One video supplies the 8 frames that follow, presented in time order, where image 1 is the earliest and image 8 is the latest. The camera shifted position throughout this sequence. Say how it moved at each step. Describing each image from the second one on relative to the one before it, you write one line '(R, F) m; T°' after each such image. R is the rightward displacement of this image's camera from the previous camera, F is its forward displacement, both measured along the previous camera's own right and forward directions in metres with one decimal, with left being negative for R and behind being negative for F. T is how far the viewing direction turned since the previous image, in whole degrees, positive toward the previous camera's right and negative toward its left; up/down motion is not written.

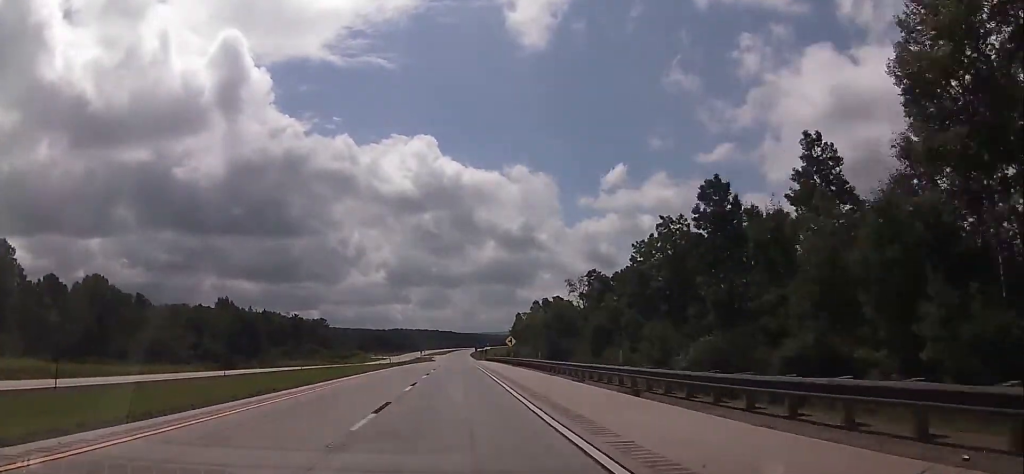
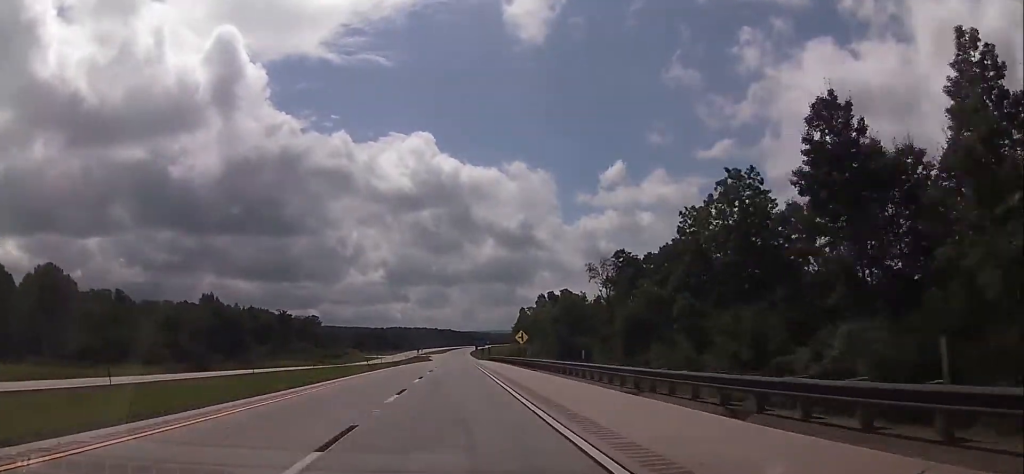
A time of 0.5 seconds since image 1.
(+0.5, +17.8) m; 0°
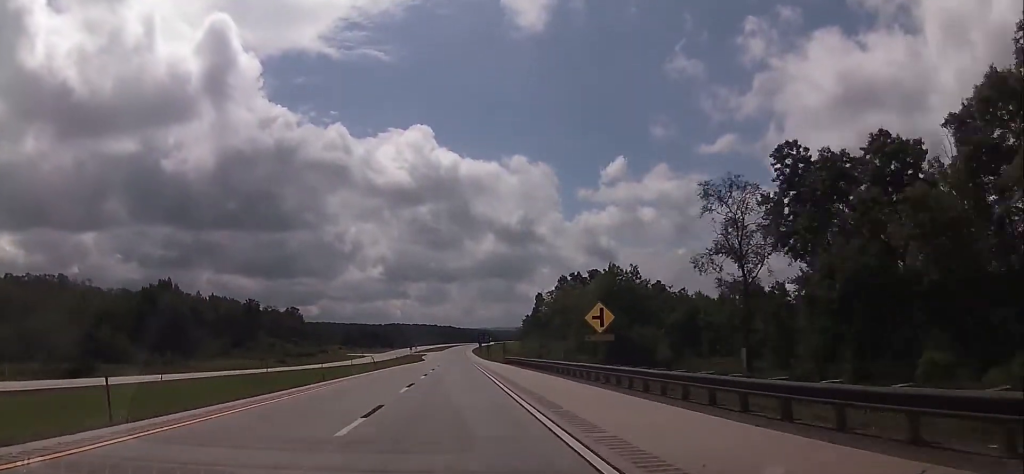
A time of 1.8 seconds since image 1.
(-0.3, +43.3) m; 0°
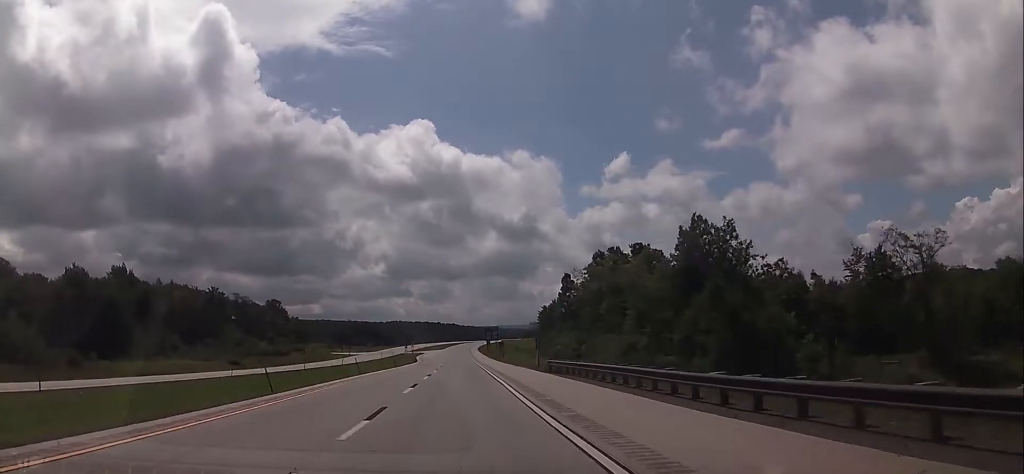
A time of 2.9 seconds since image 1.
(+0.4, +36.5) m; +1°
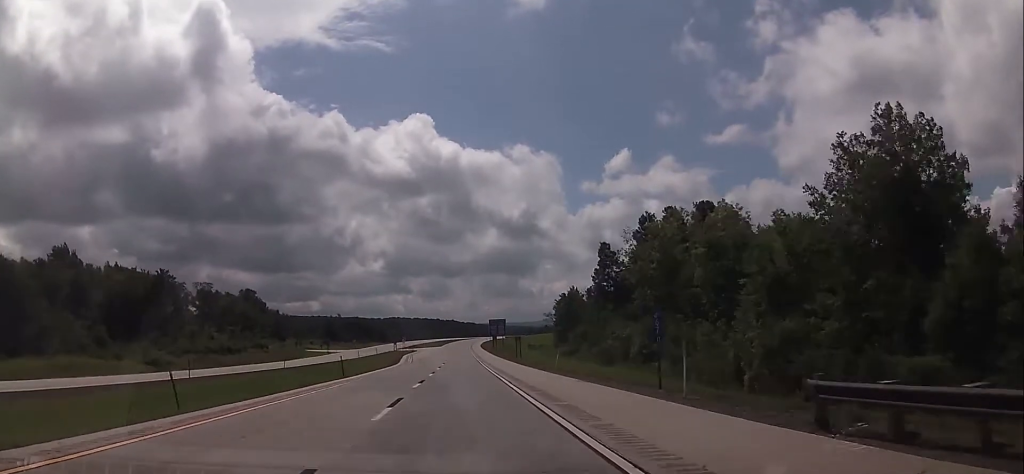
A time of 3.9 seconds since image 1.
(0.0, +33.2) m; 0°
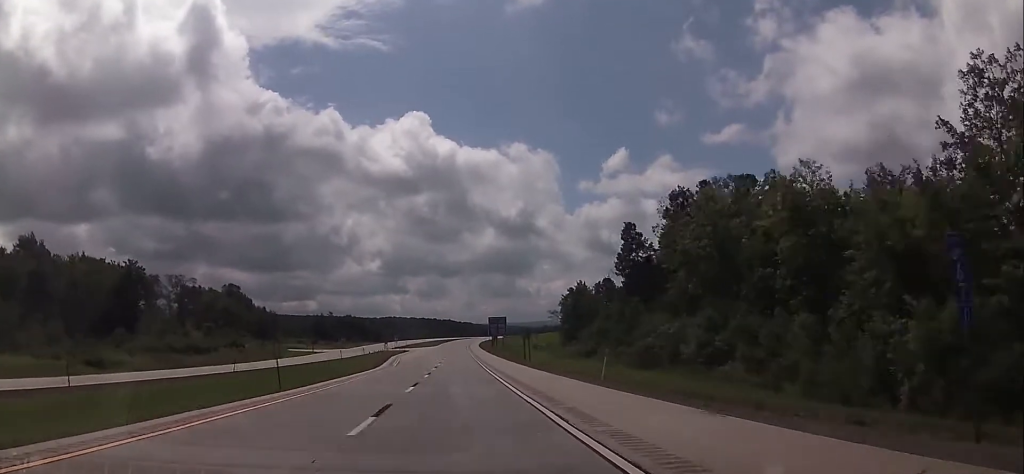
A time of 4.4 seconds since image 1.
(0.0, +14.4) m; 0°
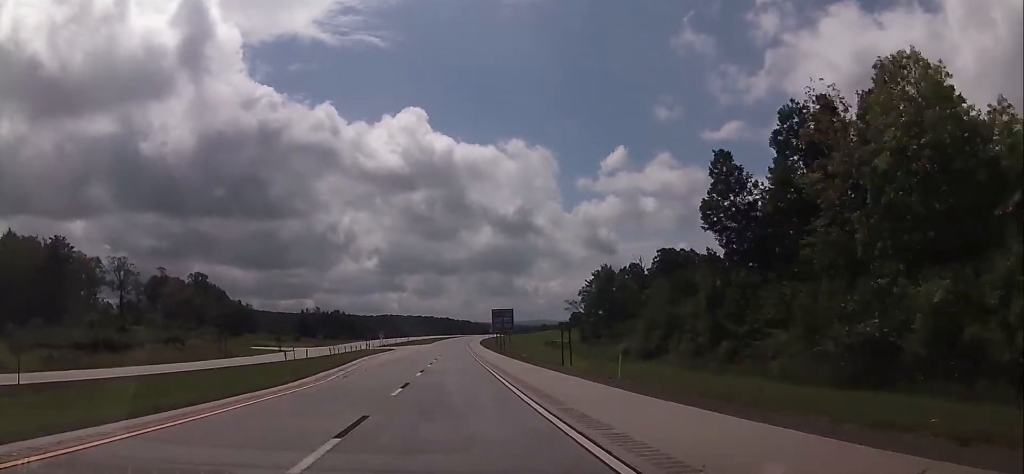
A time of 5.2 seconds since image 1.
(-0.1, +27.7) m; 0°
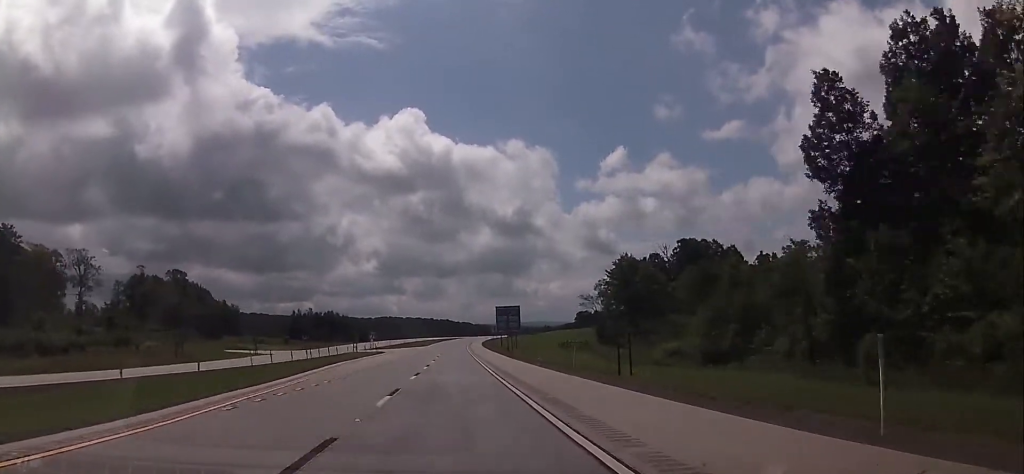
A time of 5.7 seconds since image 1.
(-0.2, +15.5) m; 0°
